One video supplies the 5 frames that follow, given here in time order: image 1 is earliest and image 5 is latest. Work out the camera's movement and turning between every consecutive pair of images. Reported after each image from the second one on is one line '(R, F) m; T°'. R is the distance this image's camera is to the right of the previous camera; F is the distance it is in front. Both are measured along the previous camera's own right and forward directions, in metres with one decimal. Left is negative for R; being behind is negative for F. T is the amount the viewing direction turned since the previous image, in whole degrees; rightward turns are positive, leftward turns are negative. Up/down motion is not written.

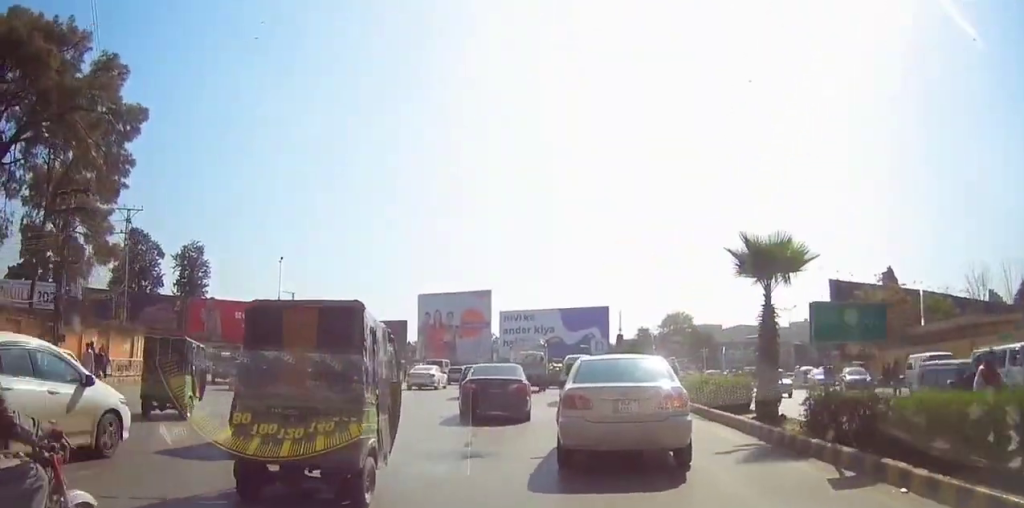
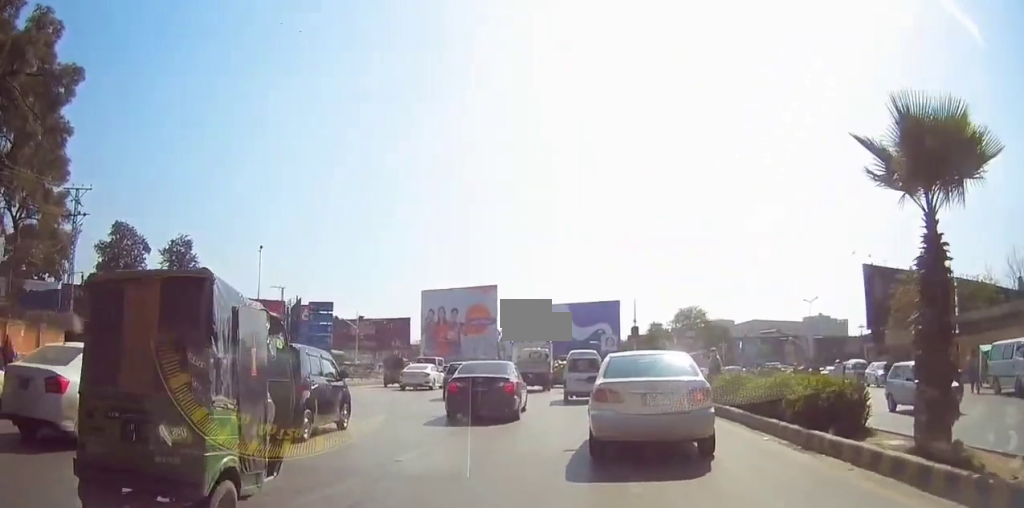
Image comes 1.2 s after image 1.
(+0.6, +7.1) m; -2°
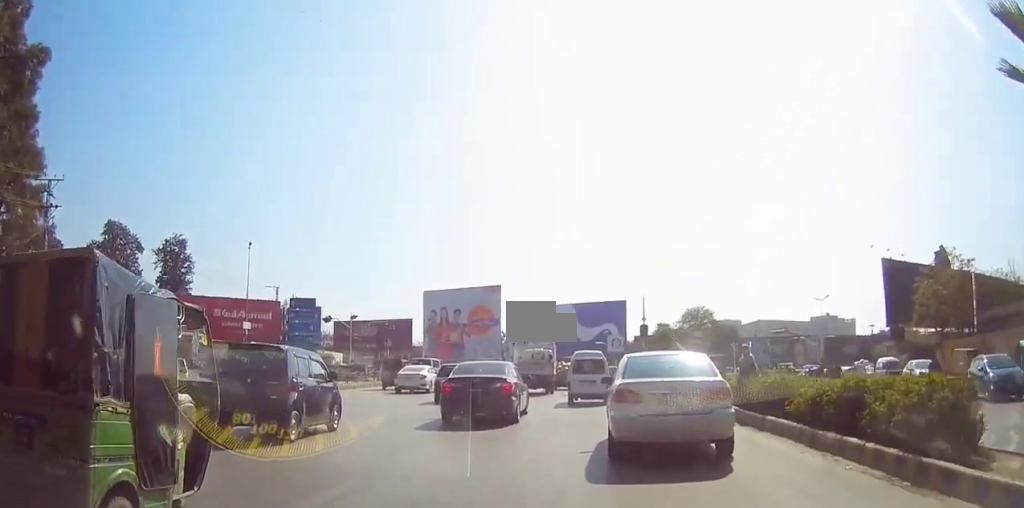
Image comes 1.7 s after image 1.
(-0.5, +3.4) m; -1°
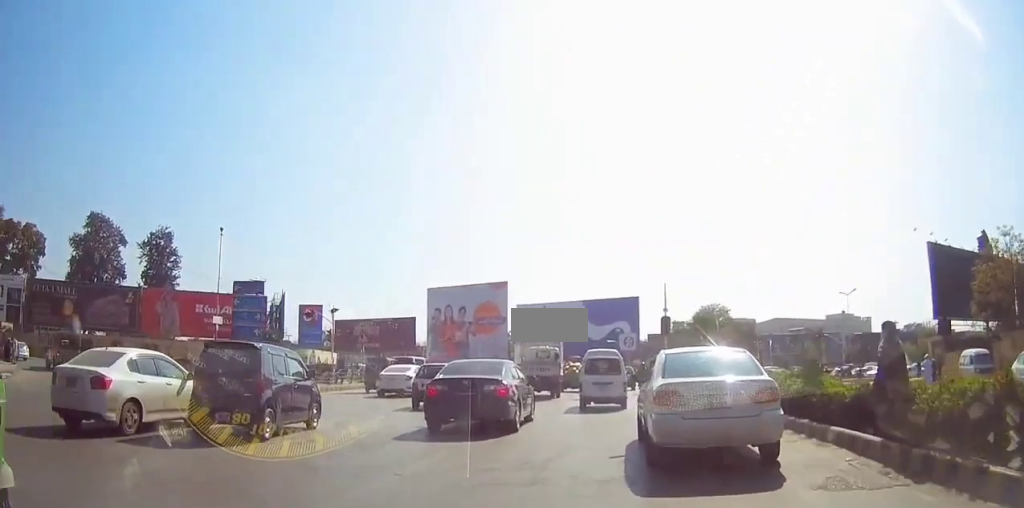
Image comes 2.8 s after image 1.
(+0.4, +7.5) m; +1°
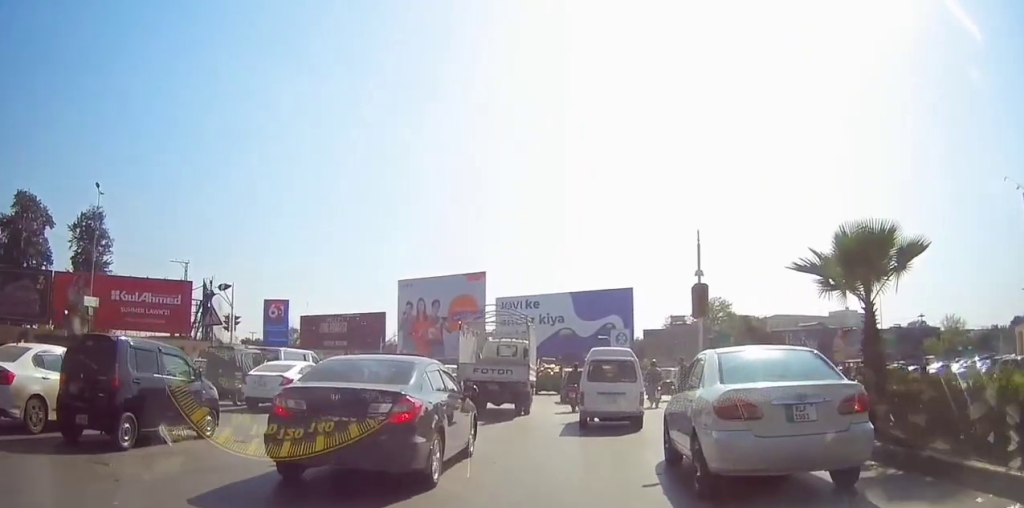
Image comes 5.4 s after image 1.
(-0.6, +16.8) m; 0°
